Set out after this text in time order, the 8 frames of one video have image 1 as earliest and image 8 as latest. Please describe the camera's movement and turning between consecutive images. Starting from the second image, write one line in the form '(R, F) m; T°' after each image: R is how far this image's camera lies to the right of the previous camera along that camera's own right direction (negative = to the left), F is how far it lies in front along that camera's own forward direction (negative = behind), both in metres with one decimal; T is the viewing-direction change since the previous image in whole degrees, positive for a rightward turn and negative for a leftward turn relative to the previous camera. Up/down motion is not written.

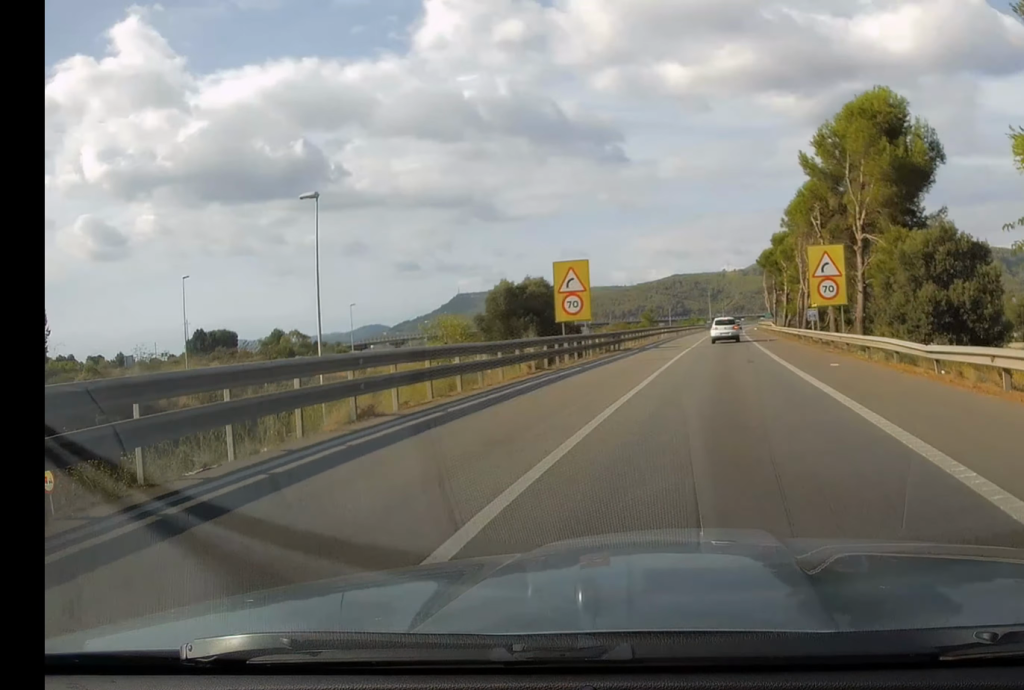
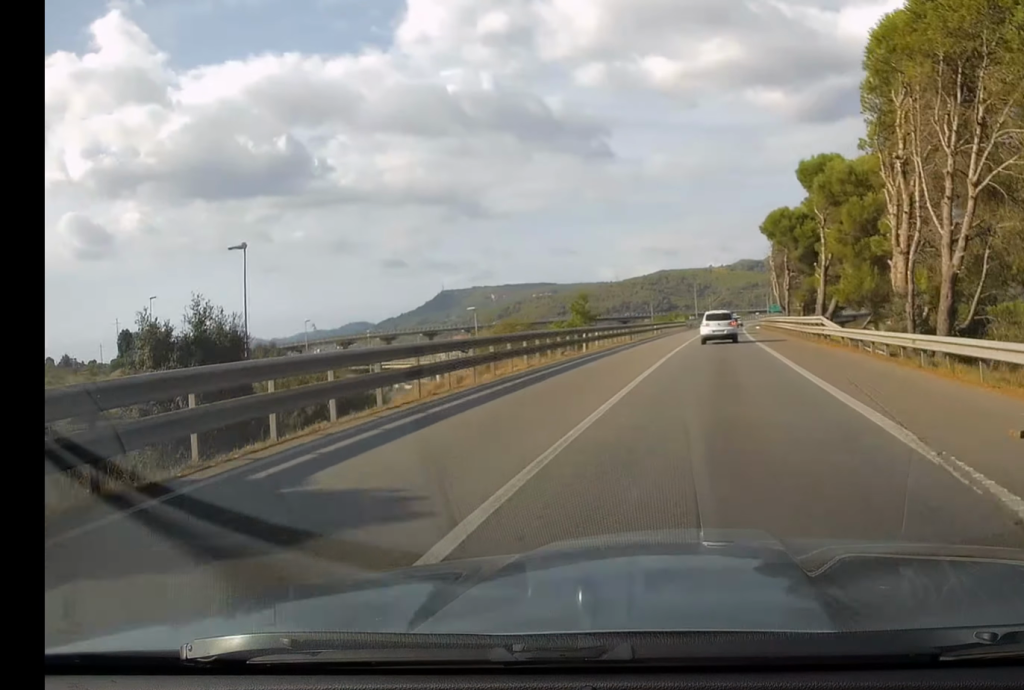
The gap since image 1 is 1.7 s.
(+0.3, +41.8) m; +1°
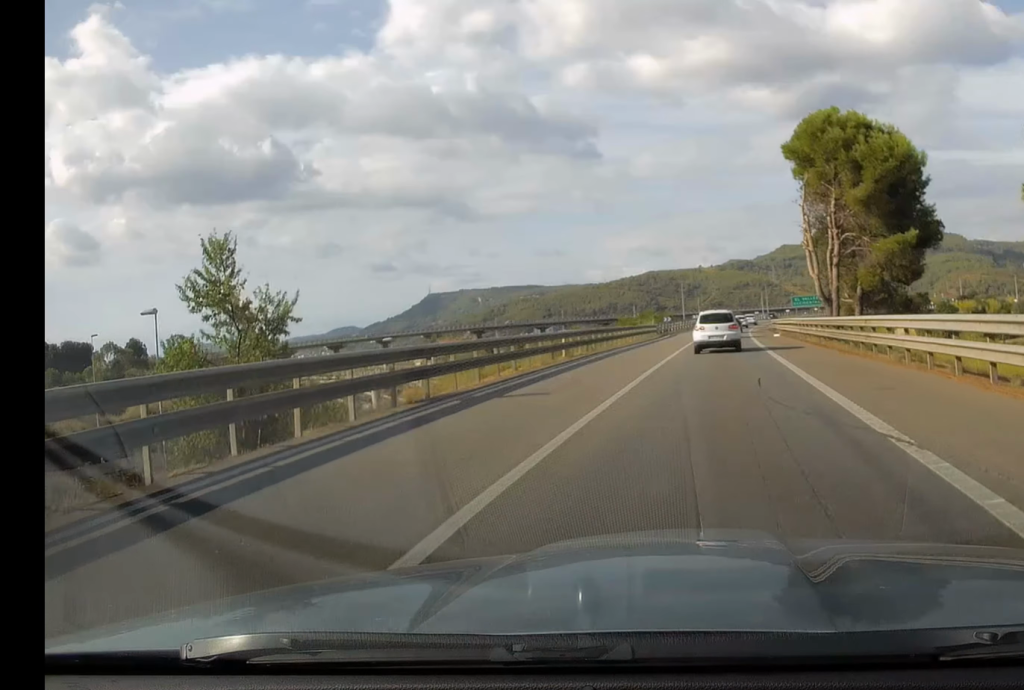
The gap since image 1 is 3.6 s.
(+0.4, +43.4) m; +1°
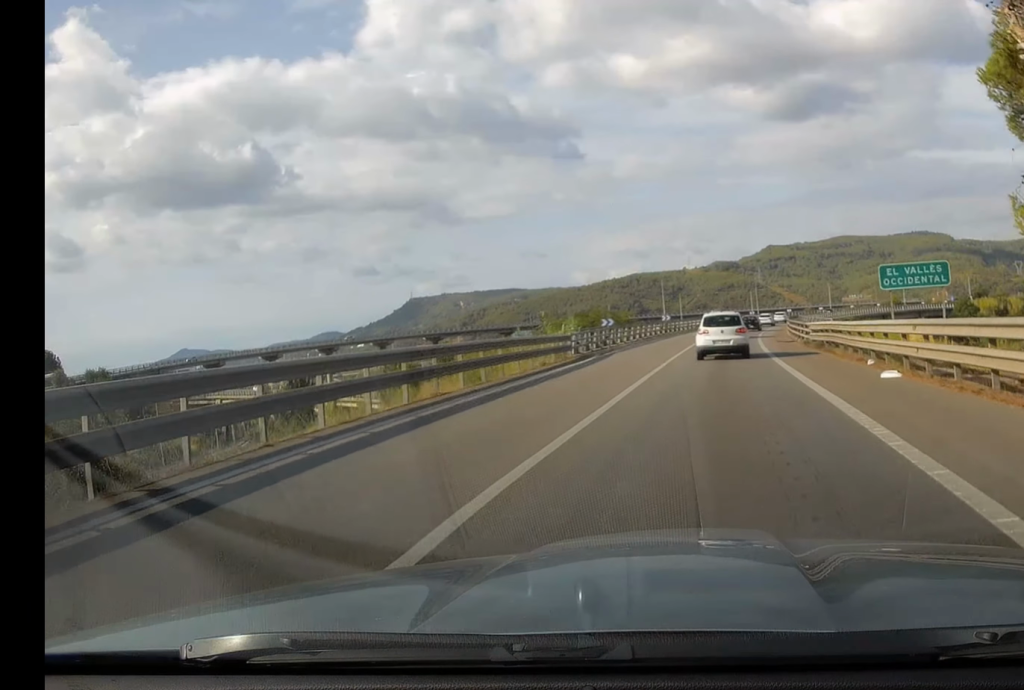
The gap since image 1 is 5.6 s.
(+0.3, +41.1) m; +1°
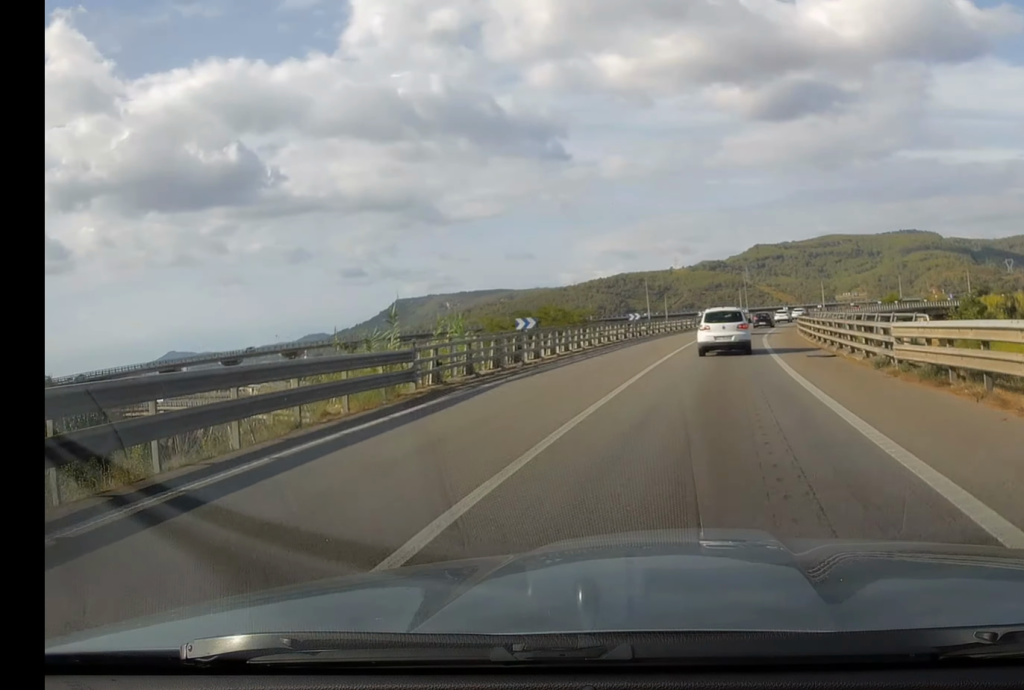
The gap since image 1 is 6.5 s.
(+0.1, +19.0) m; +1°
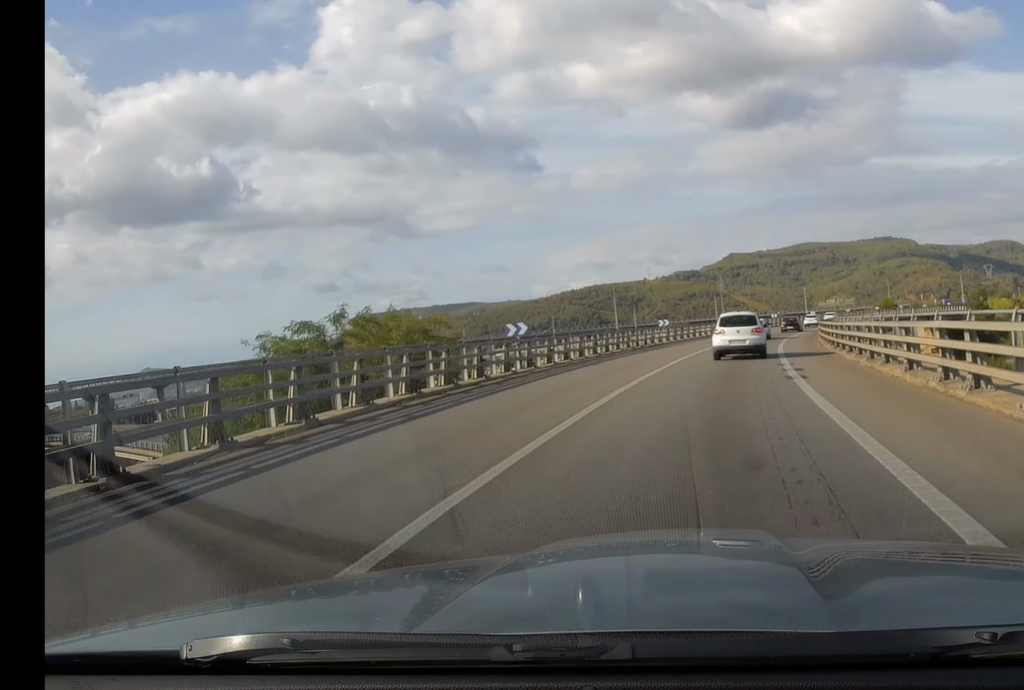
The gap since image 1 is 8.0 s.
(+0.3, +28.2) m; +2°
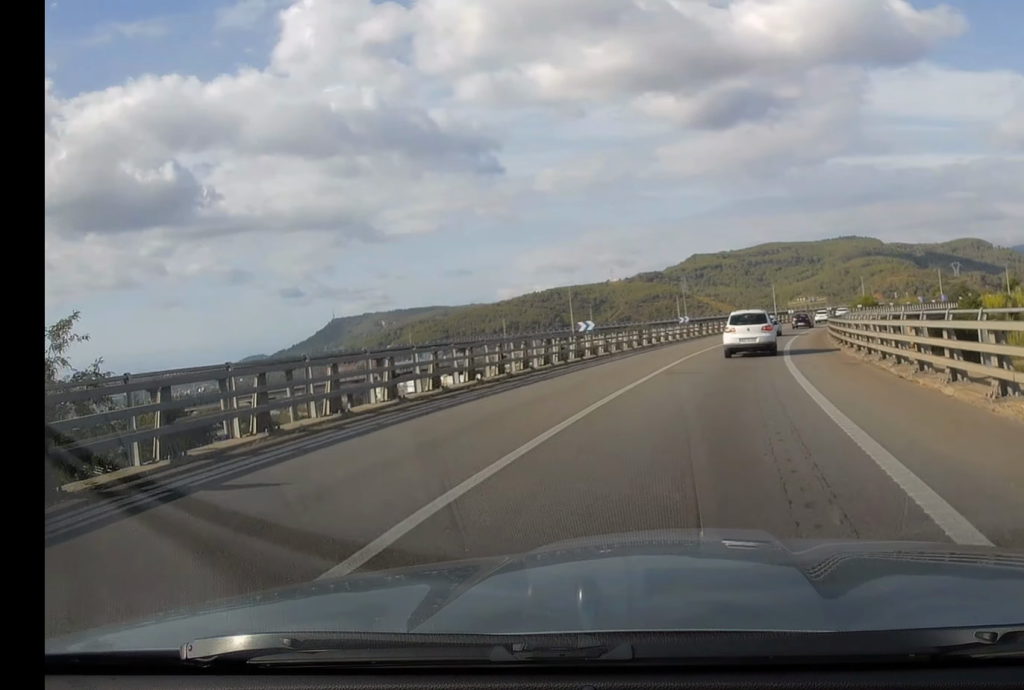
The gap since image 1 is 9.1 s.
(-0.1, +21.4) m; +2°
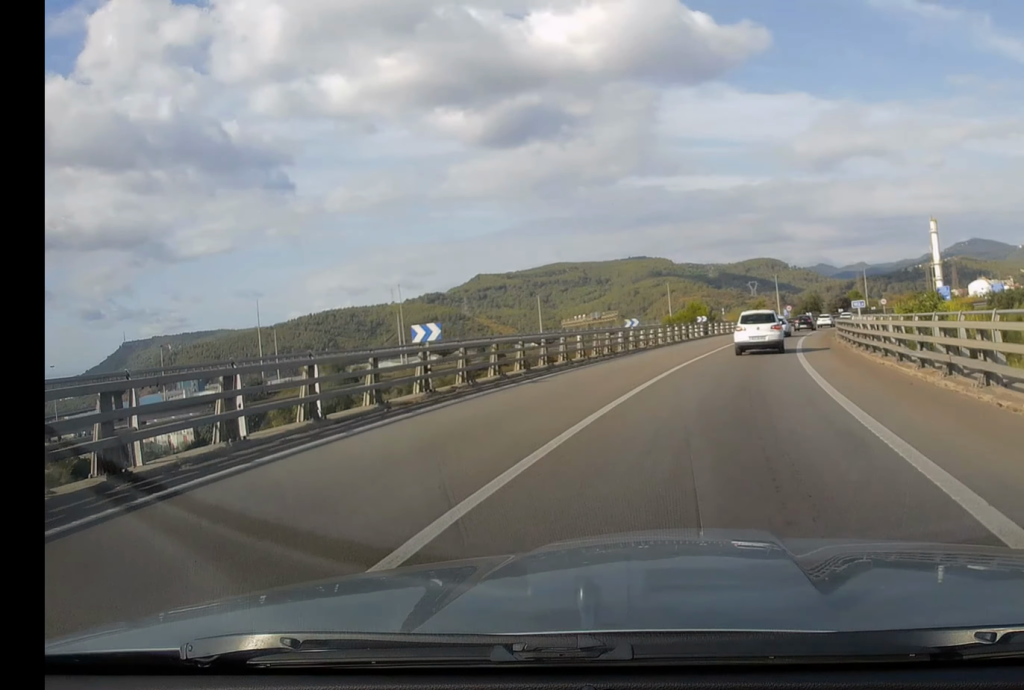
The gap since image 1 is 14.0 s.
(+12.2, +91.2) m; +15°
